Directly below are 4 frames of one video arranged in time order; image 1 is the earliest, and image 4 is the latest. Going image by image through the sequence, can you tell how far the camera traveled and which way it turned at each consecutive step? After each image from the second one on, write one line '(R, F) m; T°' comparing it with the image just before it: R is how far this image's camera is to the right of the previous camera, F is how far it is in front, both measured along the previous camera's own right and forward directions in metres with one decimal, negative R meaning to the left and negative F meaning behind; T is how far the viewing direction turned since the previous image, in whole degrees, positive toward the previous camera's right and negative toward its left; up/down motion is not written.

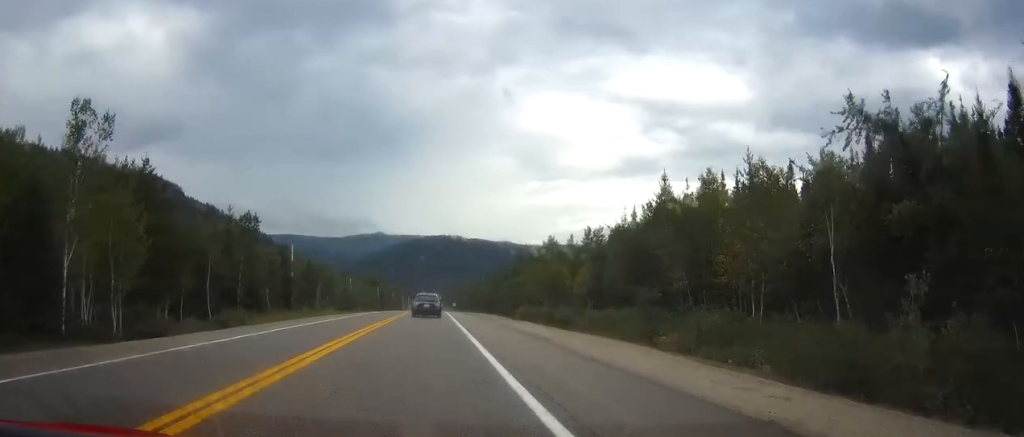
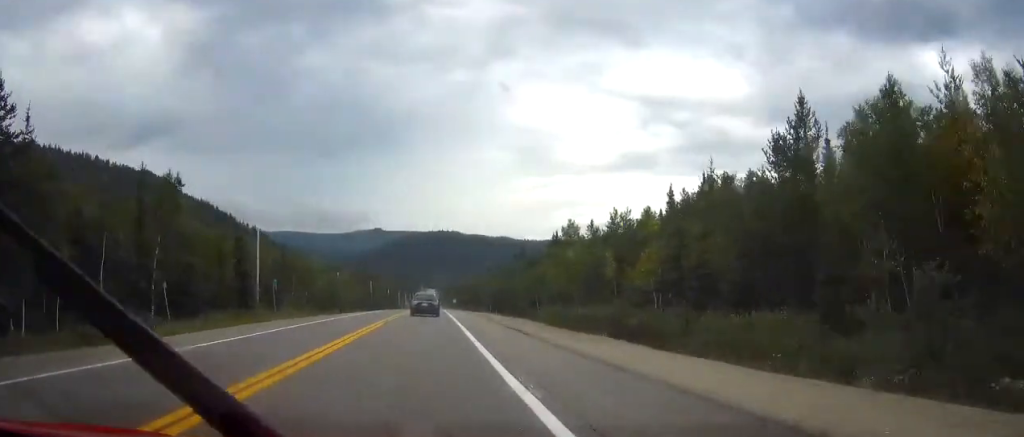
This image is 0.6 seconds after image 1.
(0.0, +17.7) m; 0°
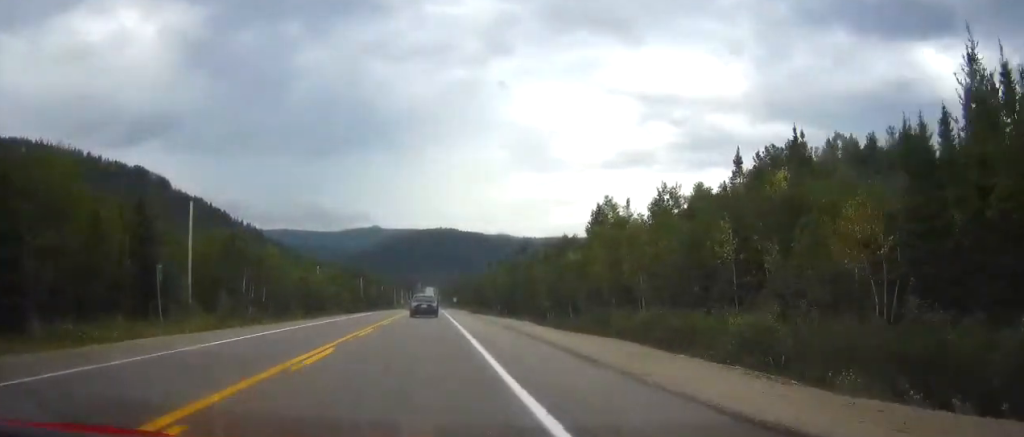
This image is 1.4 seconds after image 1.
(0.0, +21.5) m; 0°
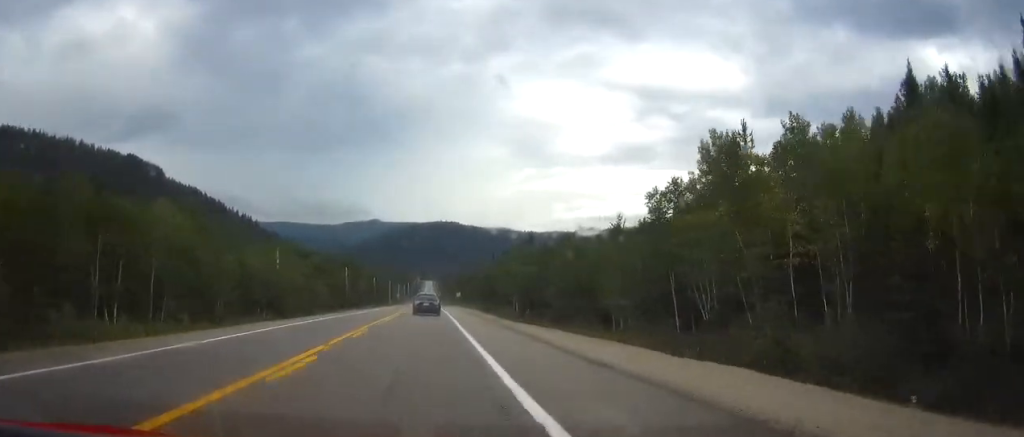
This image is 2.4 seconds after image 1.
(+0.1, +29.1) m; 0°
